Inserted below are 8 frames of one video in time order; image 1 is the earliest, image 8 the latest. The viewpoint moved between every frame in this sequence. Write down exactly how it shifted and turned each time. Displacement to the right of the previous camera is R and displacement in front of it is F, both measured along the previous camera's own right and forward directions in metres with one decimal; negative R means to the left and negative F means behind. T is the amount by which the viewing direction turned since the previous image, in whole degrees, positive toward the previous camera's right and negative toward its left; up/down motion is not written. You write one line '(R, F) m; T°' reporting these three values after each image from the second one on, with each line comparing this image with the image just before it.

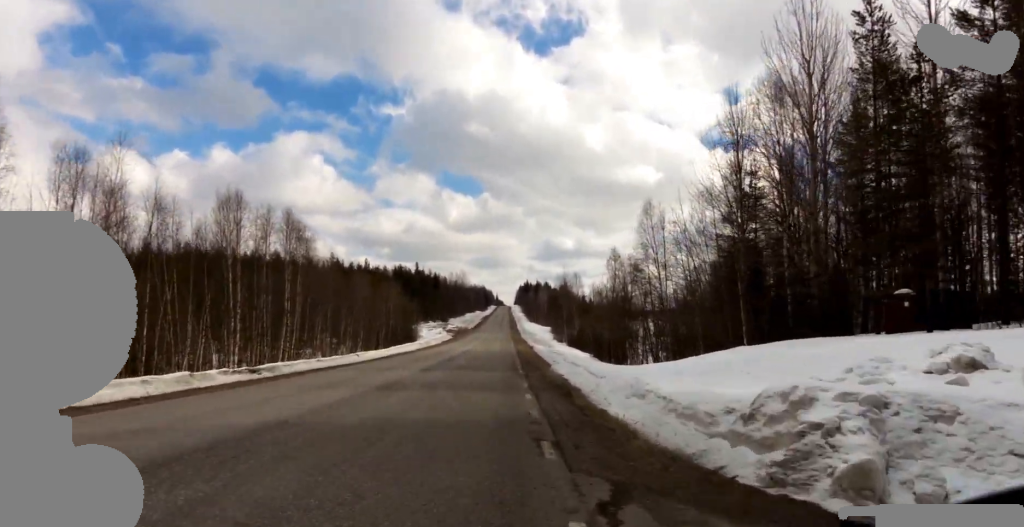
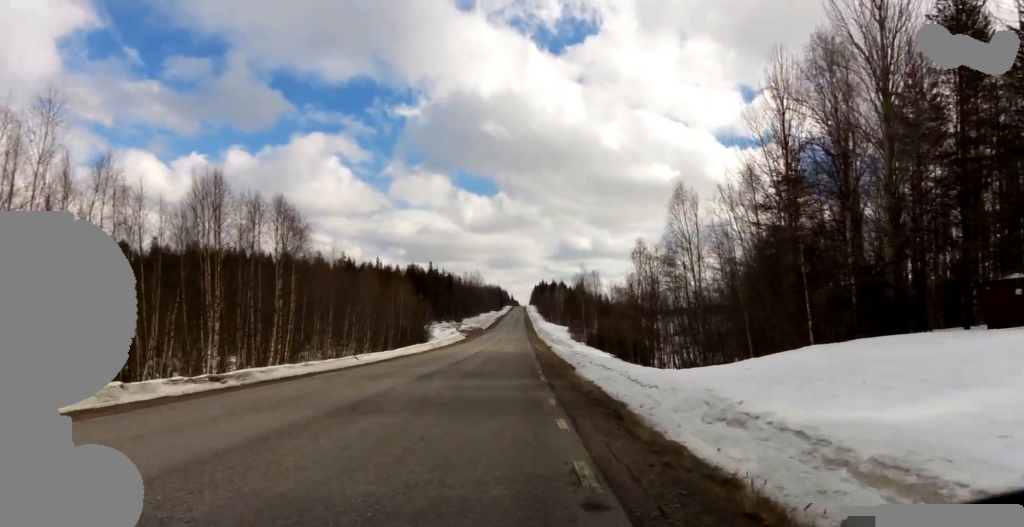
(0.0, +4.2) m; 0°
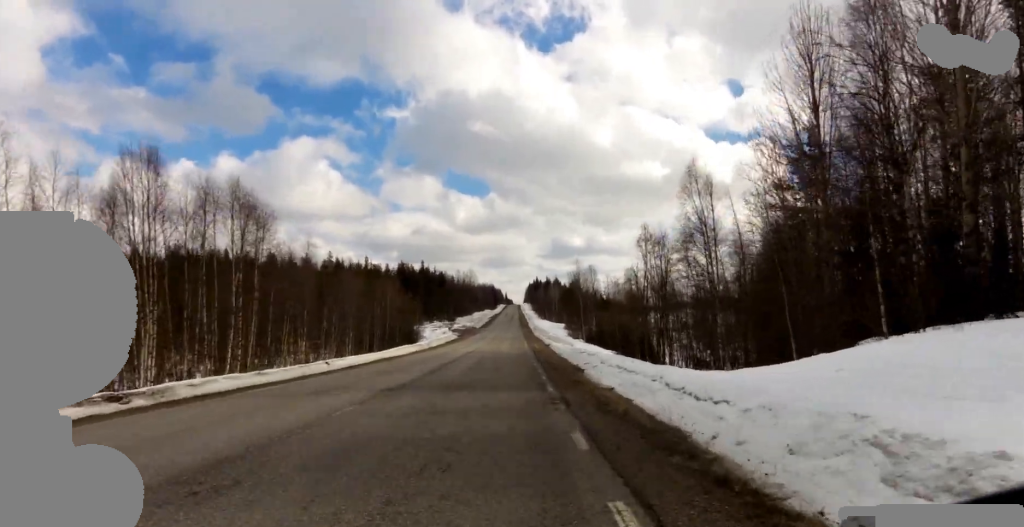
(0.0, +4.4) m; 0°
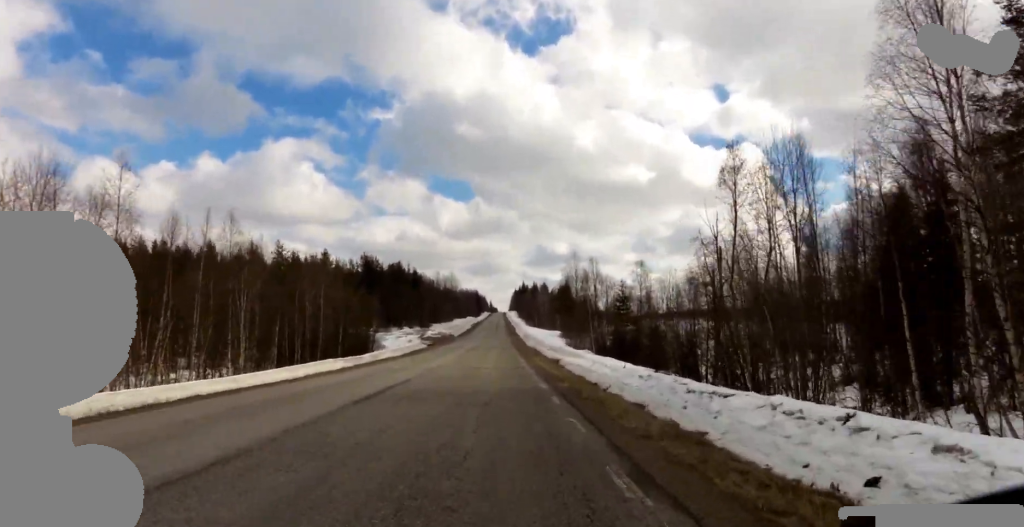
(0.0, +19.9) m; +1°
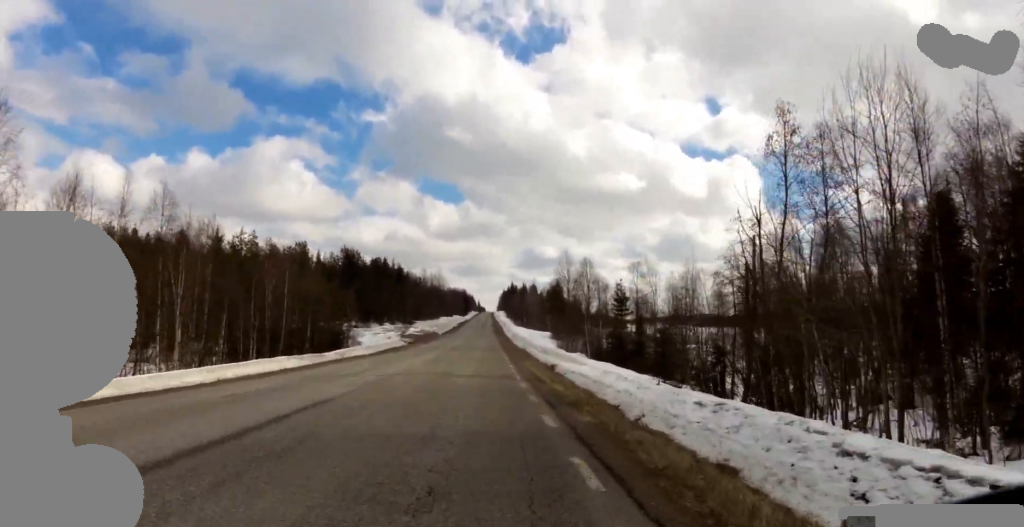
(0.0, +5.5) m; 0°
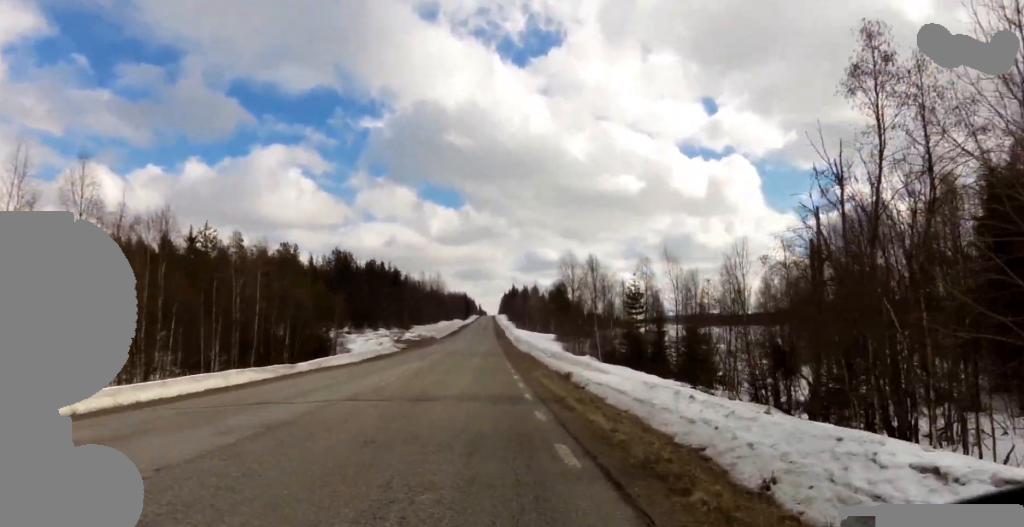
(+0.1, +5.2) m; 0°
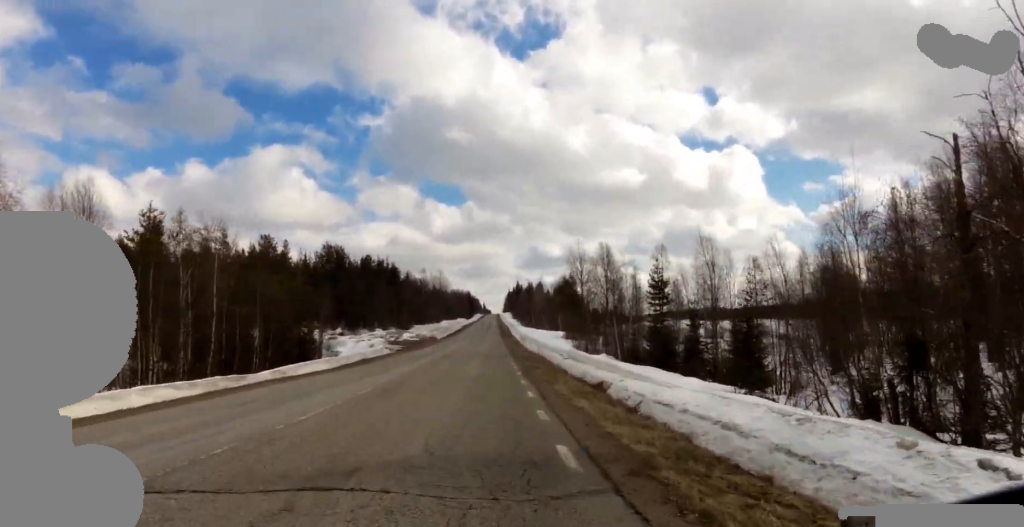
(-0.1, +6.4) m; -1°
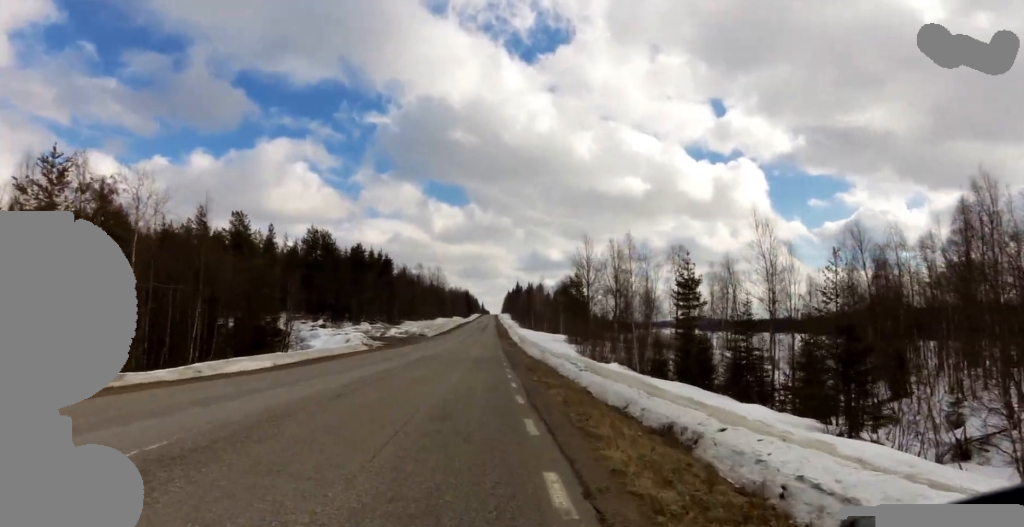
(-0.1, +7.6) m; -1°
